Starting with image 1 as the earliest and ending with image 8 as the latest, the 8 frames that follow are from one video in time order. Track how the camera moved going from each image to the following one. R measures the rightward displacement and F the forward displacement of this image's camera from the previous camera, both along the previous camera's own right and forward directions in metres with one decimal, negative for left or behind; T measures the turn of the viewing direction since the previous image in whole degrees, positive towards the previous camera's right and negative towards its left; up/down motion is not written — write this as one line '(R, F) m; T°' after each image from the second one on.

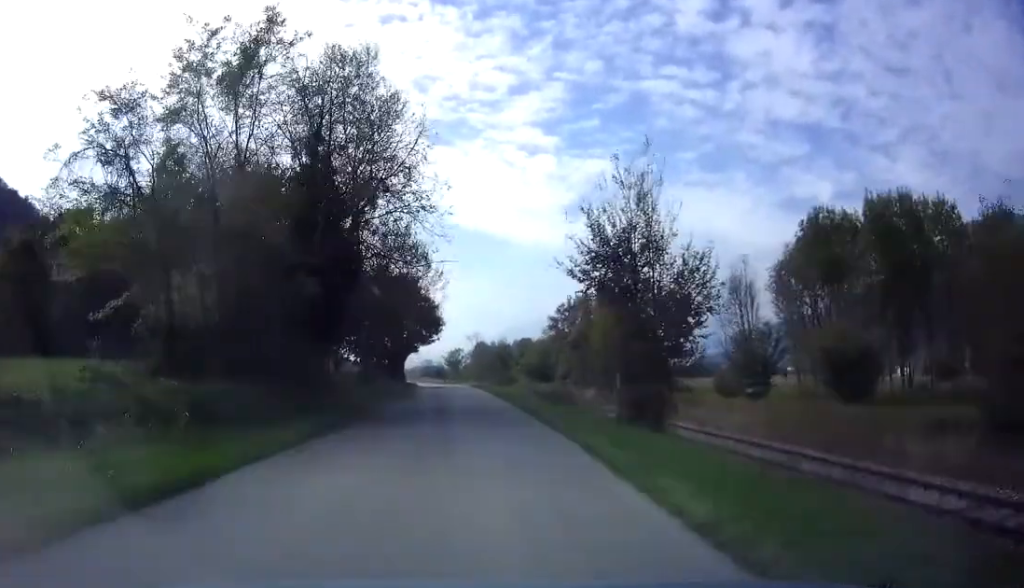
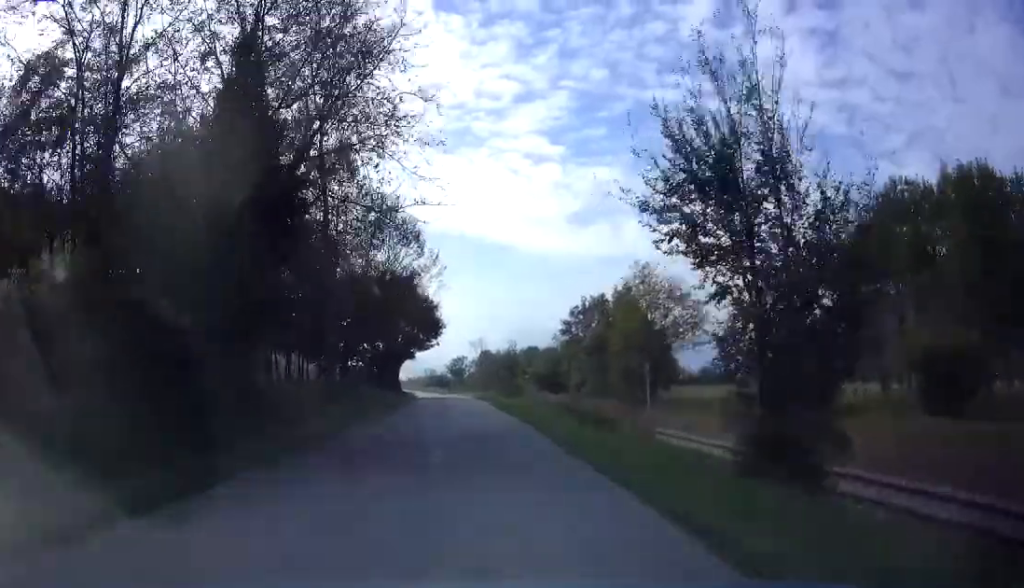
(0.0, +7.9) m; -1°
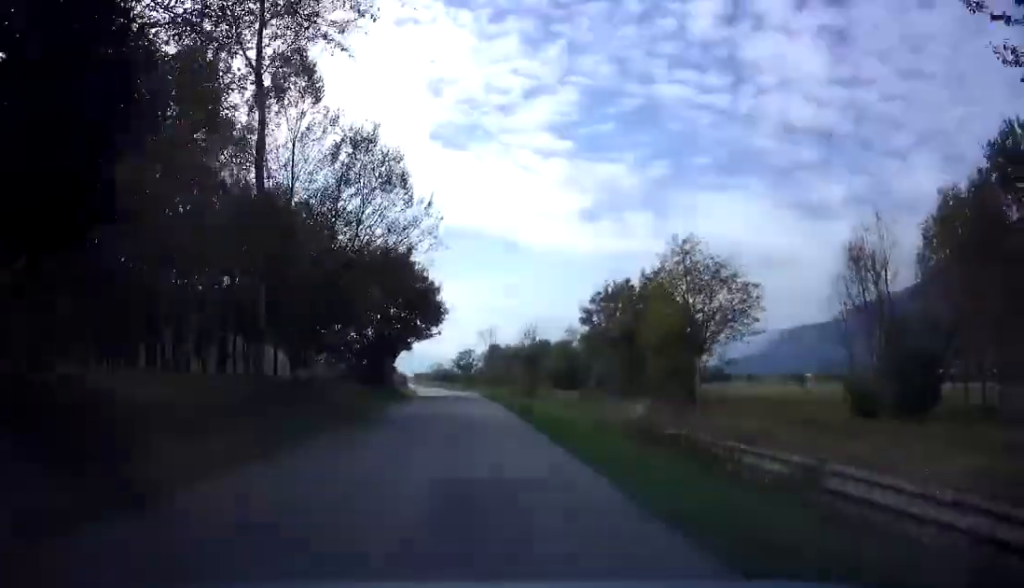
(0.0, +8.6) m; -1°
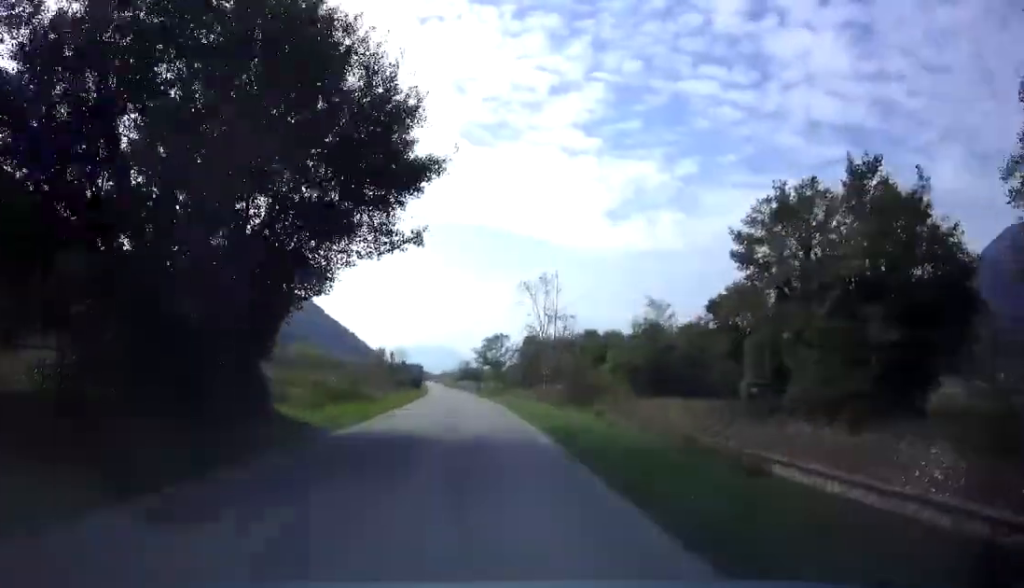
(-0.7, +34.3) m; -2°
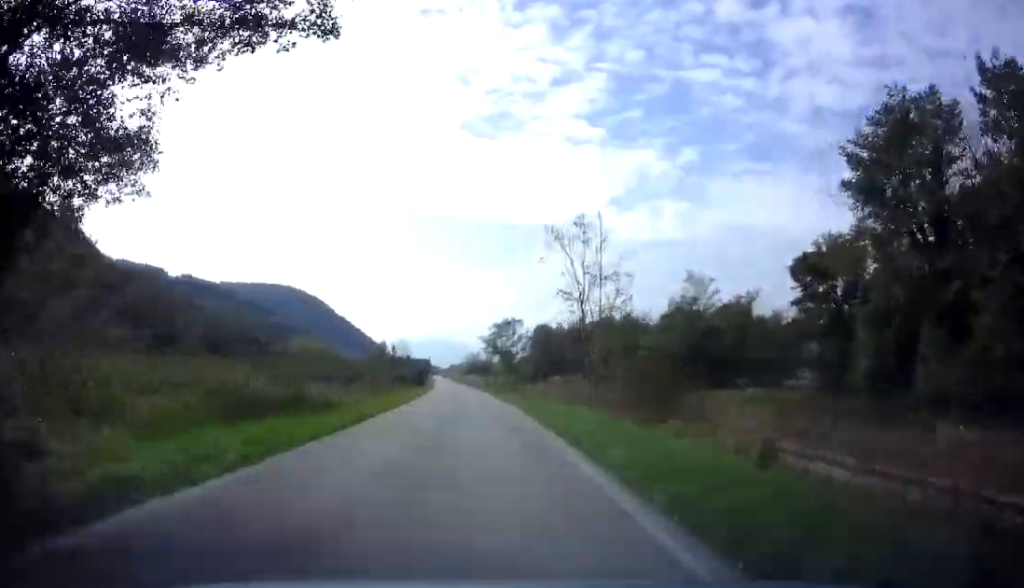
(0.0, +10.5) m; 0°
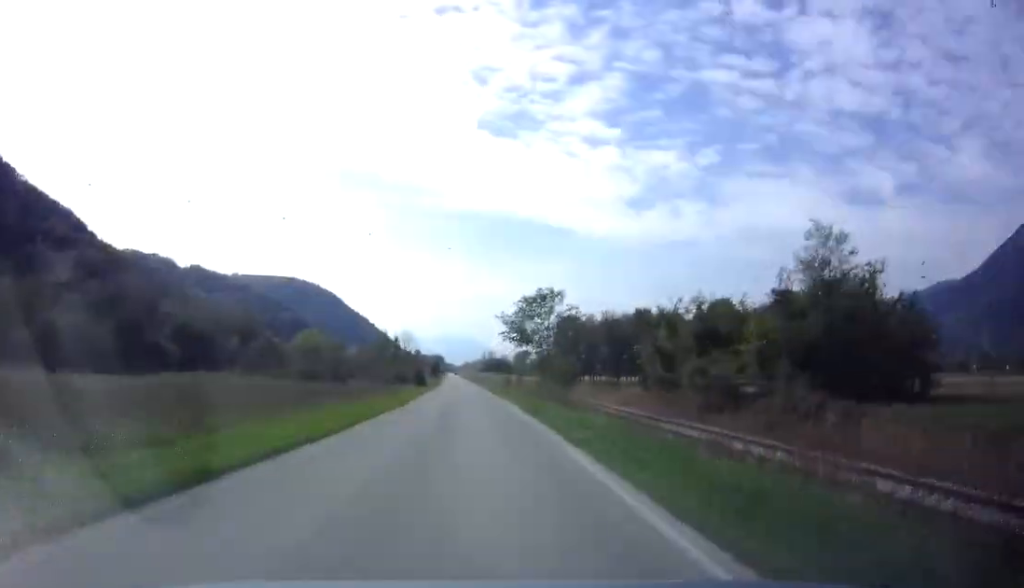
(0.0, +19.6) m; -1°
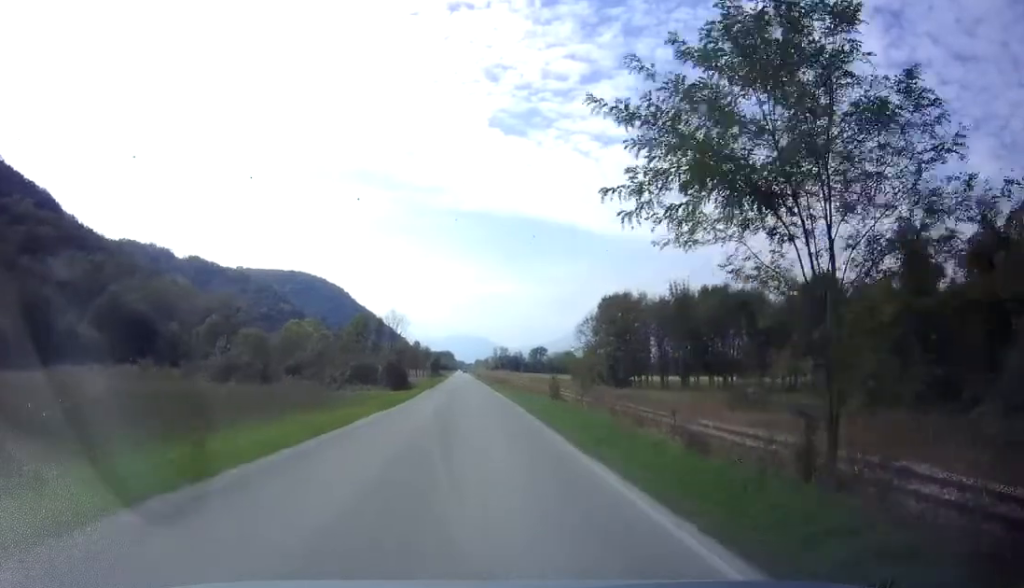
(-1.4, +32.8) m; -3°
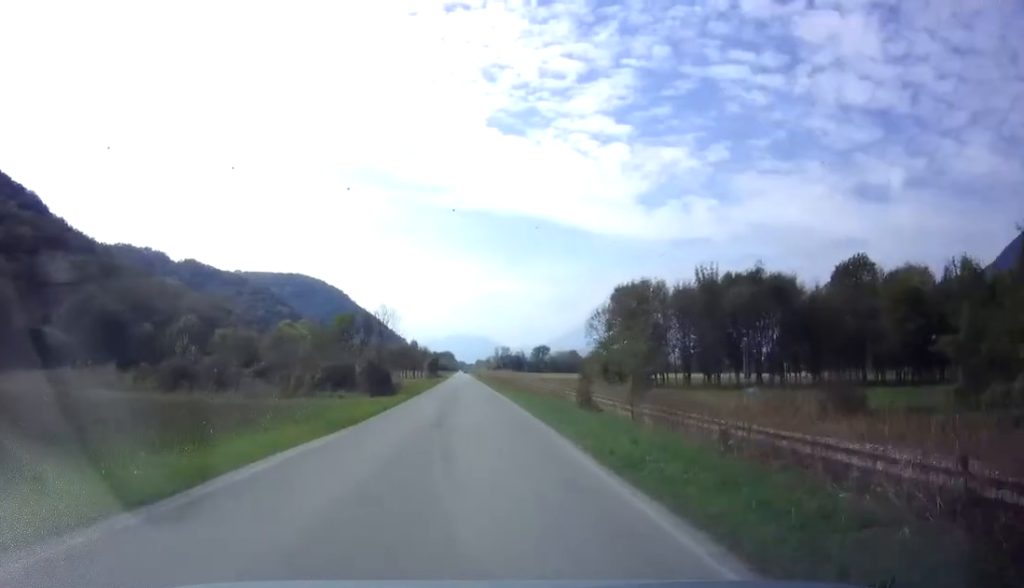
(-0.2, +9.2) m; 0°
